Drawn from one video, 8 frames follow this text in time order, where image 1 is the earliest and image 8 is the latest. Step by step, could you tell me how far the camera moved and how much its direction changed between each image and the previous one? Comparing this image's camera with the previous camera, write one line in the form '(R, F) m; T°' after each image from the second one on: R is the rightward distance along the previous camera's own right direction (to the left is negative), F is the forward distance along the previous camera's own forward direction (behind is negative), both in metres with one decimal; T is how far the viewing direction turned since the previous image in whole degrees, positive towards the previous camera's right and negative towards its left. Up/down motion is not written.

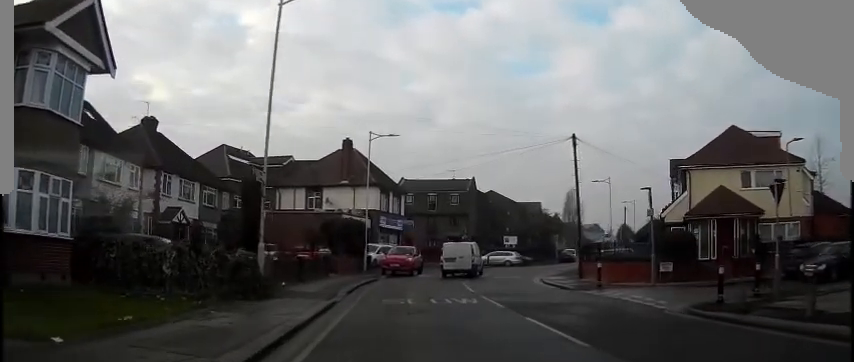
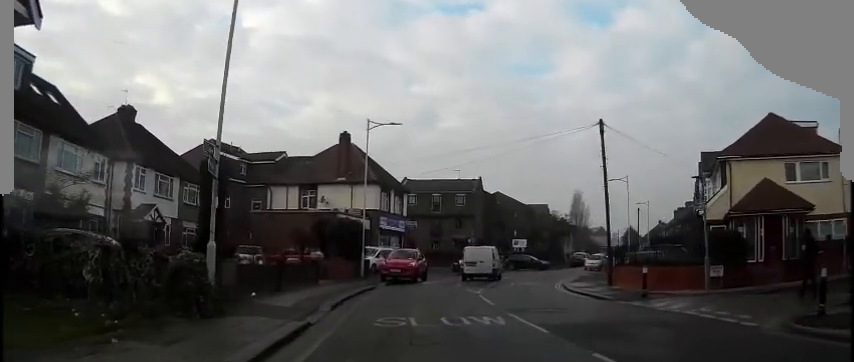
(+0.1, +4.4) m; +1°
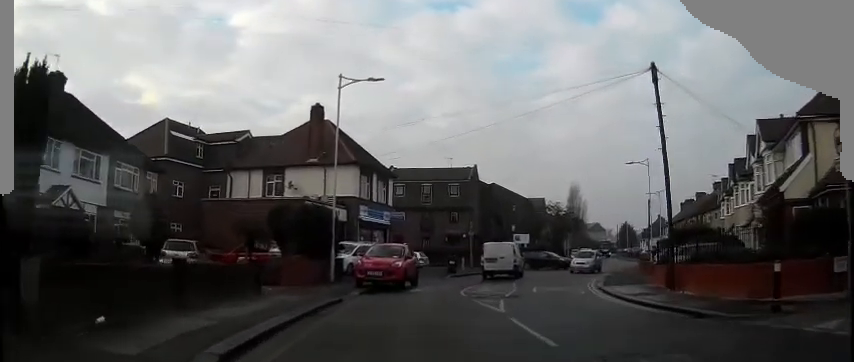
(+0.1, +7.9) m; -2°
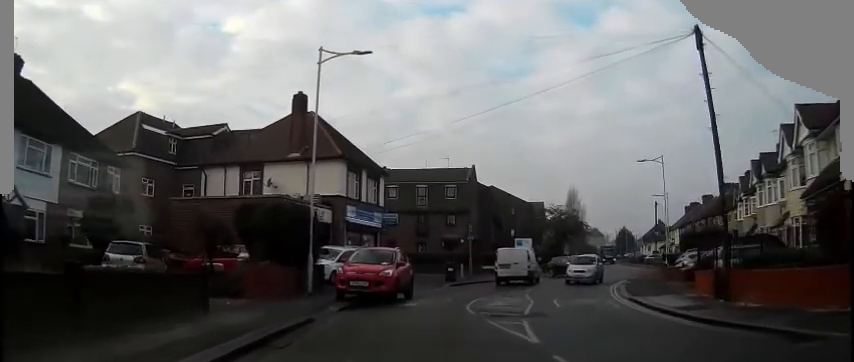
(-0.1, +4.1) m; -1°
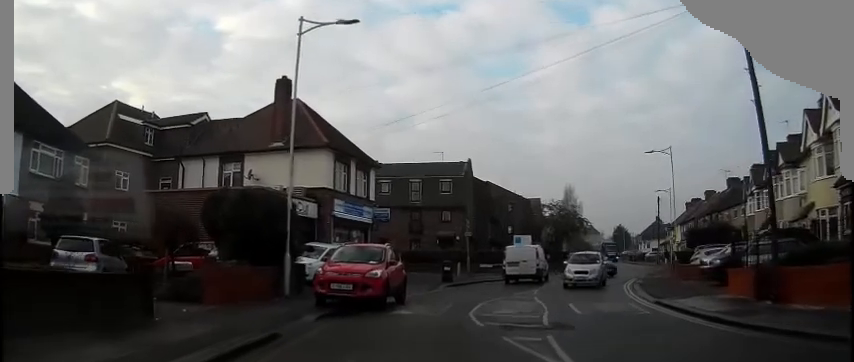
(-0.2, +2.8) m; 0°
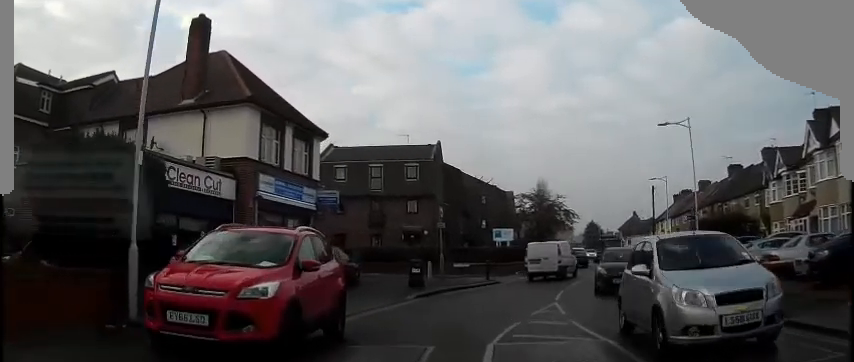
(+0.7, +9.0) m; +7°
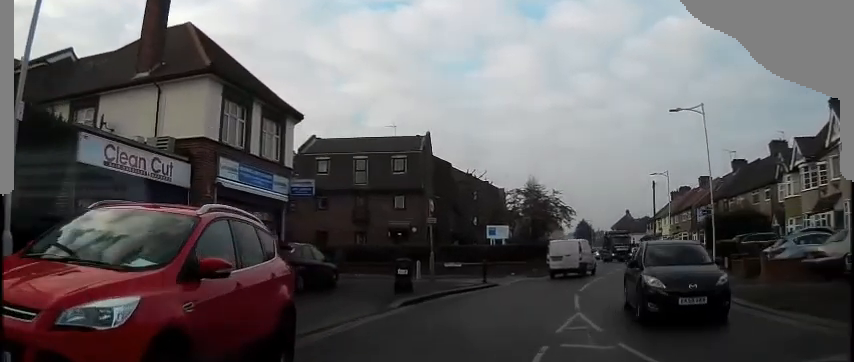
(+0.1, +3.8) m; +2°
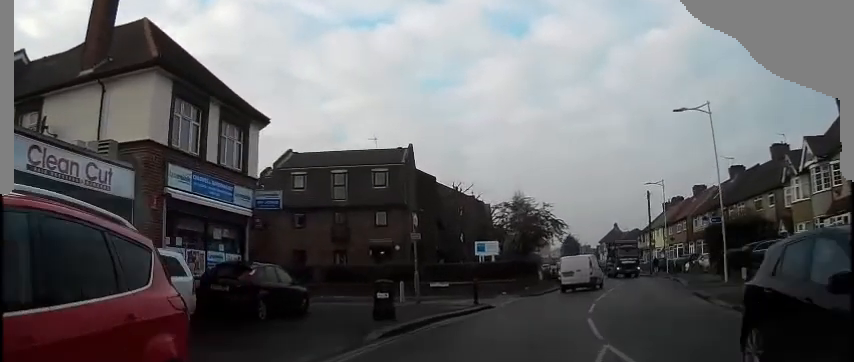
(-0.1, +2.8) m; +2°
